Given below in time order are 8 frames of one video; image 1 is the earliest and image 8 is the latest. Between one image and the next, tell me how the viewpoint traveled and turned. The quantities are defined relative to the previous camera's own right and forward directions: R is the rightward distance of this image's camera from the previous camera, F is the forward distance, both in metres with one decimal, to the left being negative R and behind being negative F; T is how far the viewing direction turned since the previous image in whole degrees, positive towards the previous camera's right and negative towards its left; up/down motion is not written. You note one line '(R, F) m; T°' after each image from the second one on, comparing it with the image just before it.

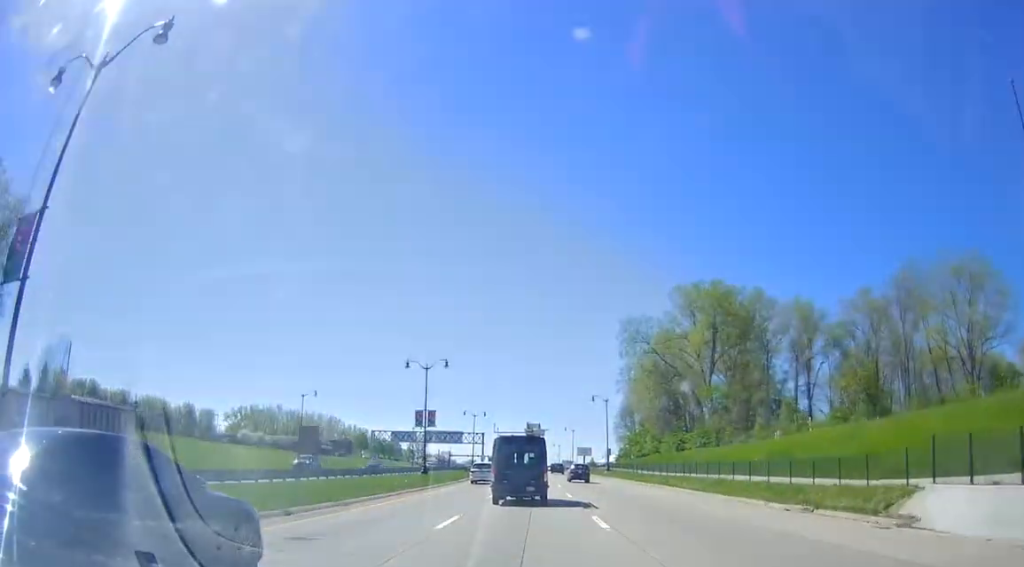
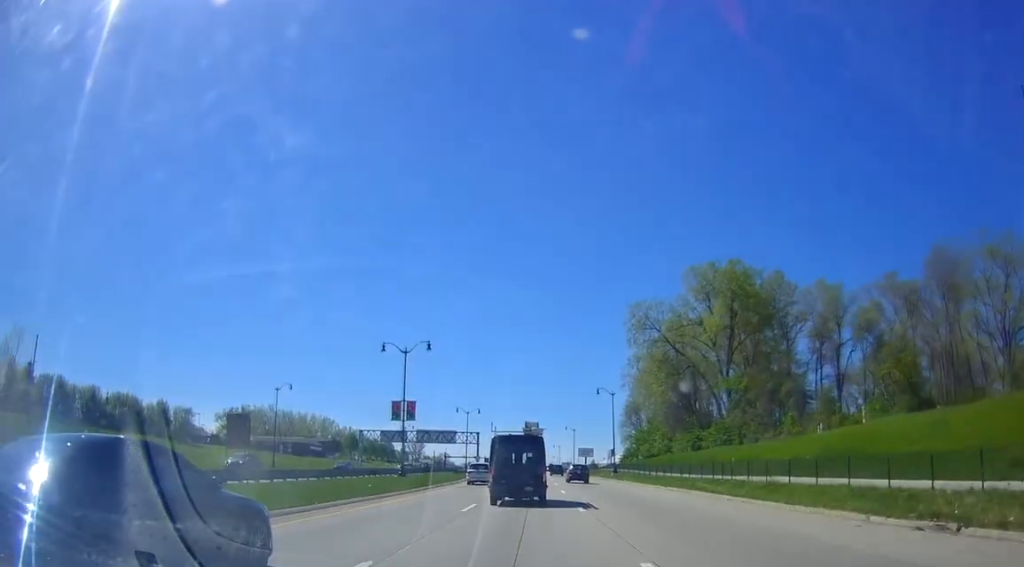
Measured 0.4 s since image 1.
(0.0, +10.0) m; 0°
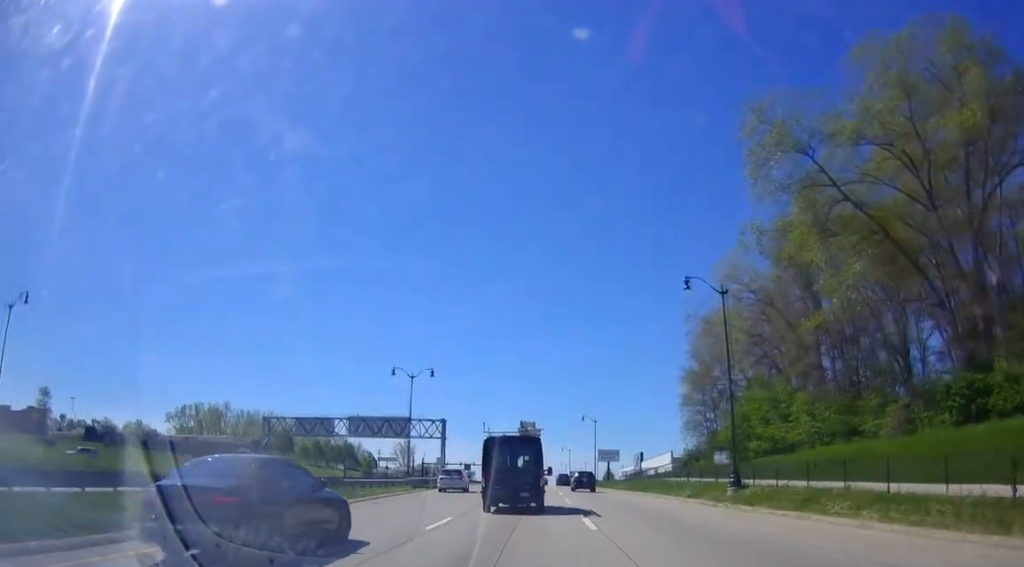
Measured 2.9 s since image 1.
(0.0, +58.8) m; 0°
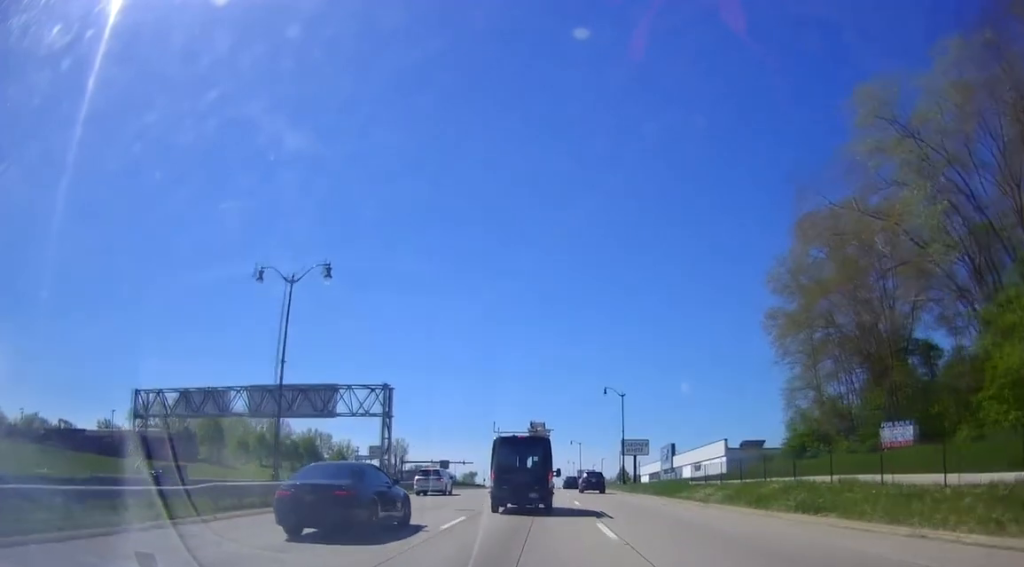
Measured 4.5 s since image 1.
(-0.2, +28.2) m; -2°
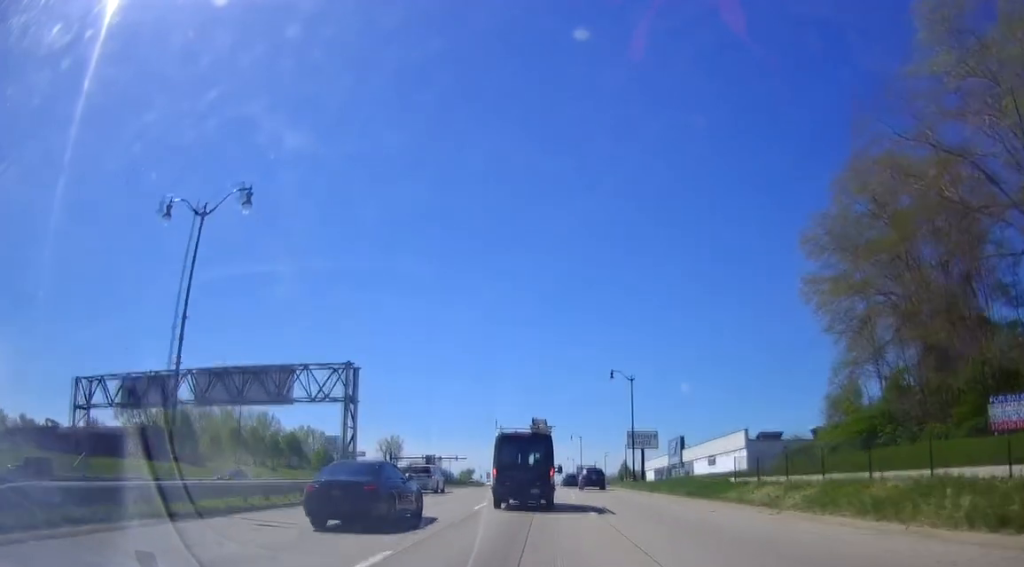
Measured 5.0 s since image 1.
(-0.1, +8.4) m; -1°
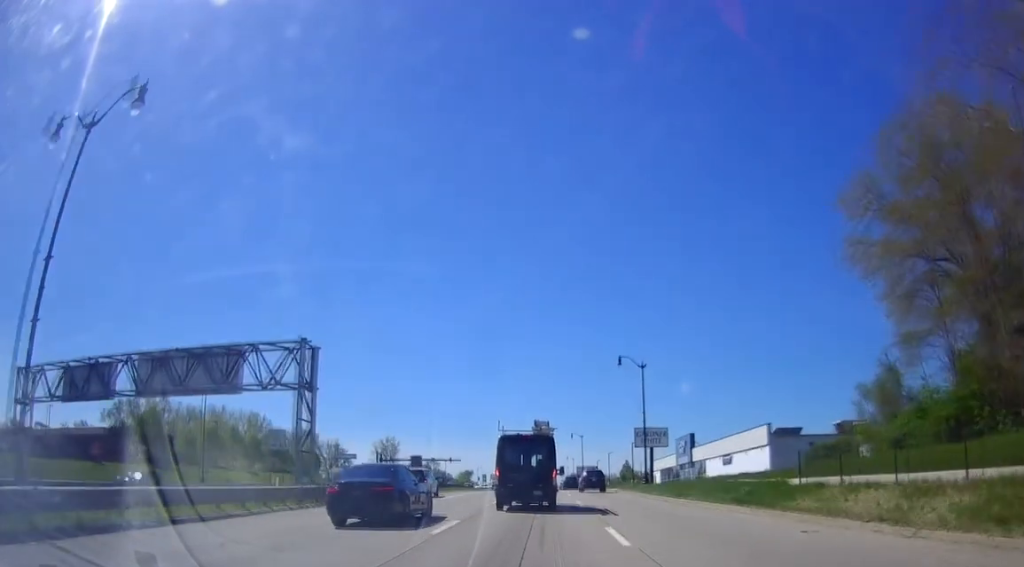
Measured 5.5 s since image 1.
(-0.1, +8.2) m; 0°
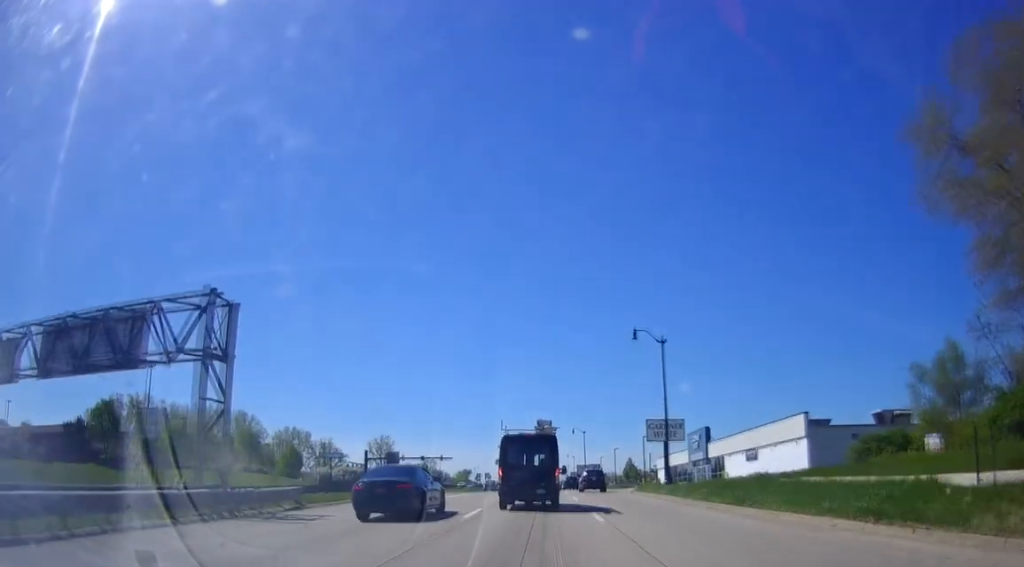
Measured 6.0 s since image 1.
(0.0, +10.0) m; 0°
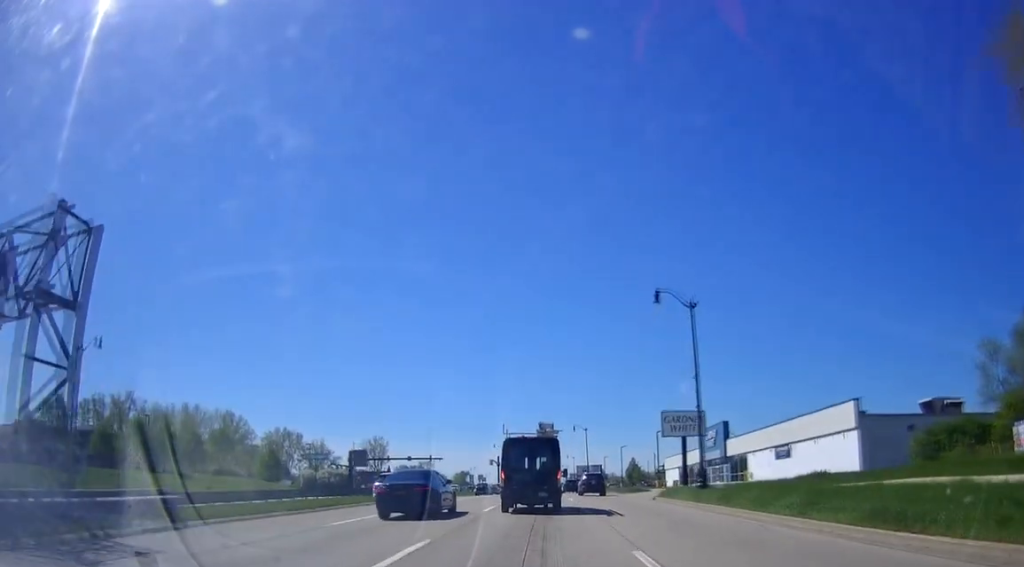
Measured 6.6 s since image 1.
(0.0, +9.1) m; +1°
